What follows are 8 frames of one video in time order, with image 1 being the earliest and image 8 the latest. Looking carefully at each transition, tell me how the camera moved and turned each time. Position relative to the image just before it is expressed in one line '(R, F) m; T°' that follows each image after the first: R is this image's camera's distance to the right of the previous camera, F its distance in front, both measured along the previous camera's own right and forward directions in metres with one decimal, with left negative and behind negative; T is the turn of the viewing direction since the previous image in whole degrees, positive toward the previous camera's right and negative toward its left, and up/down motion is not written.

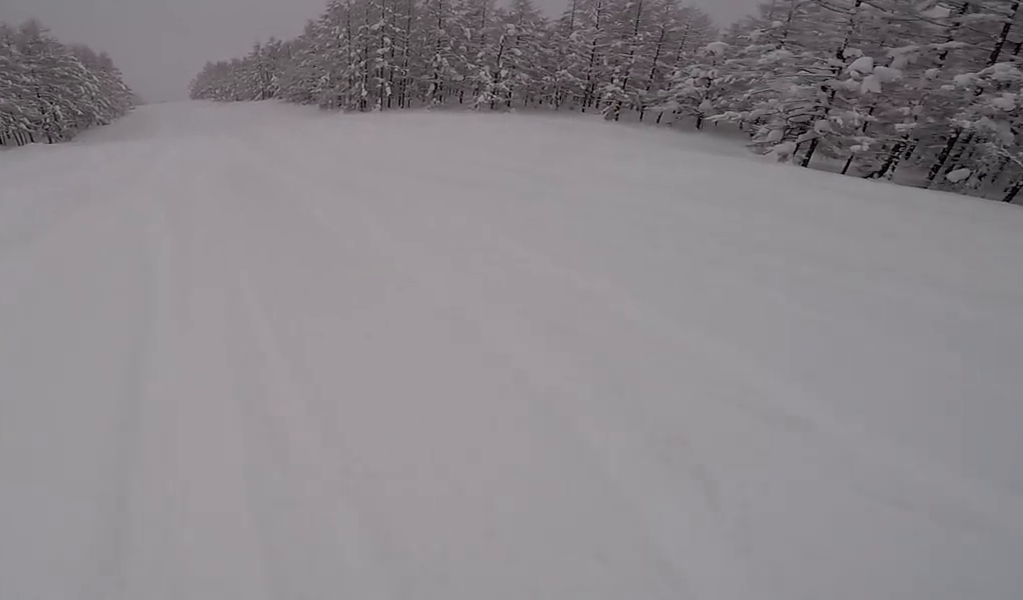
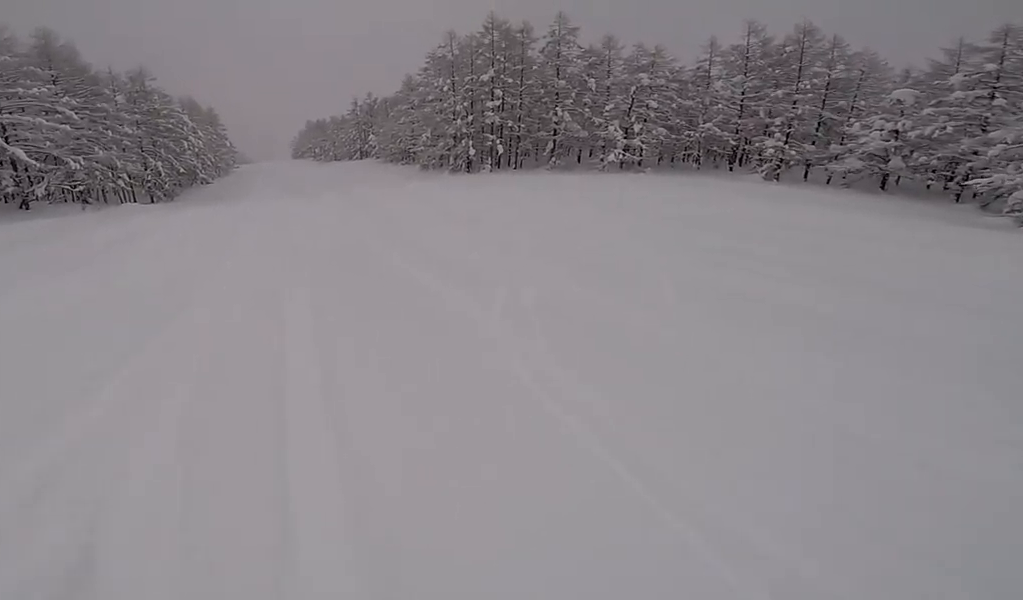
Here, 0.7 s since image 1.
(0.0, +6.4) m; -1°
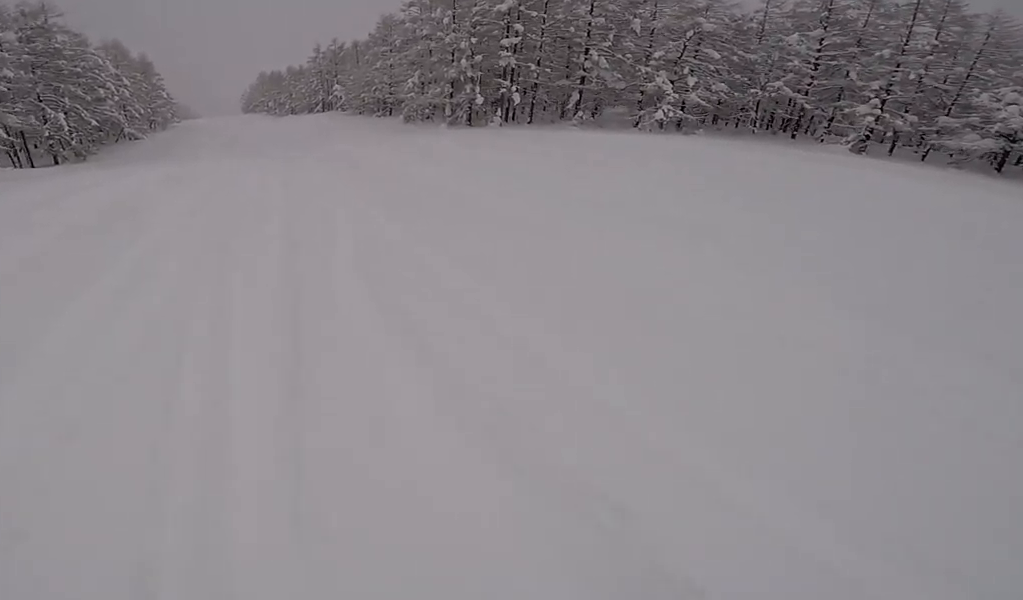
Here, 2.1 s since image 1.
(-0.1, +11.4) m; -5°
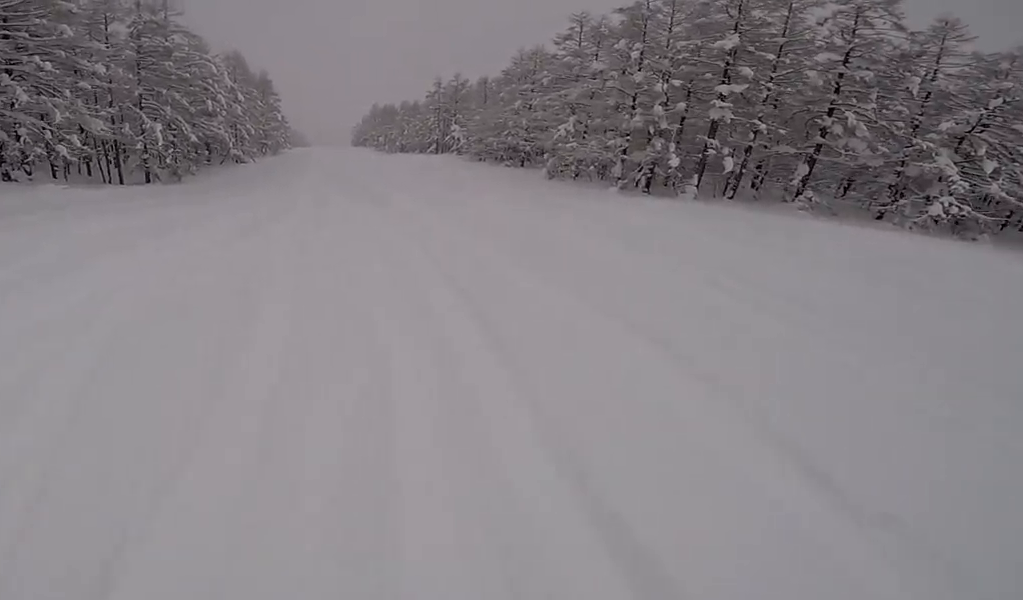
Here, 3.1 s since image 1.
(-0.7, +9.4) m; 0°
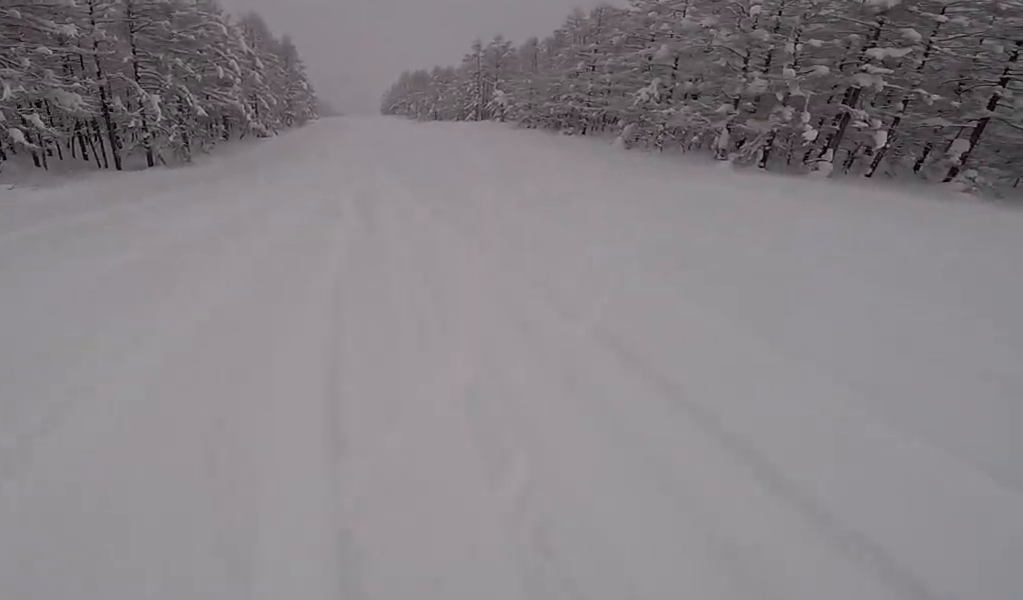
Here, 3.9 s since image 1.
(+0.5, +6.6) m; +4°
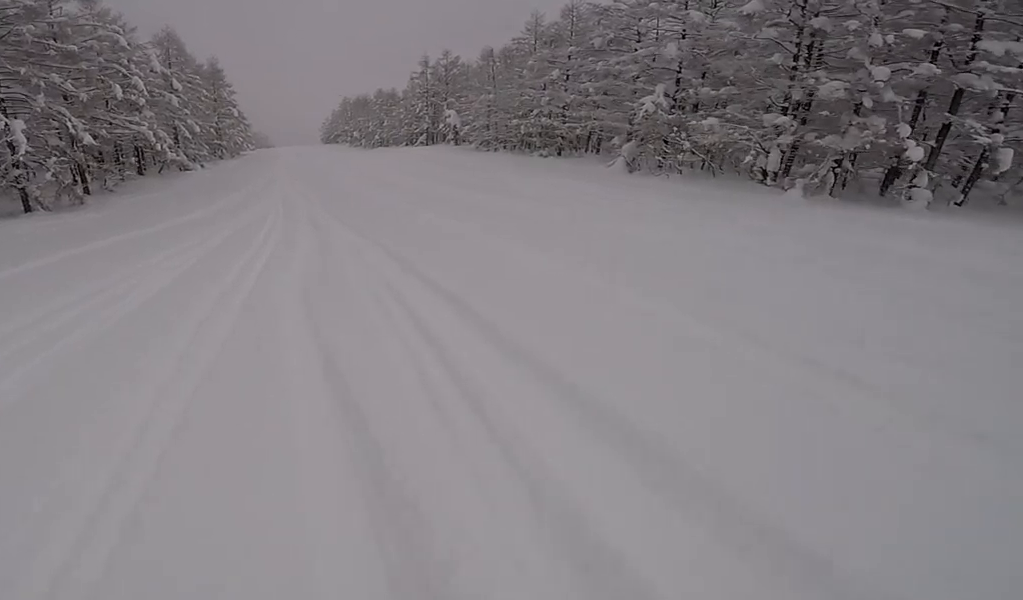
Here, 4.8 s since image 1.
(+0.2, +8.1) m; +1°
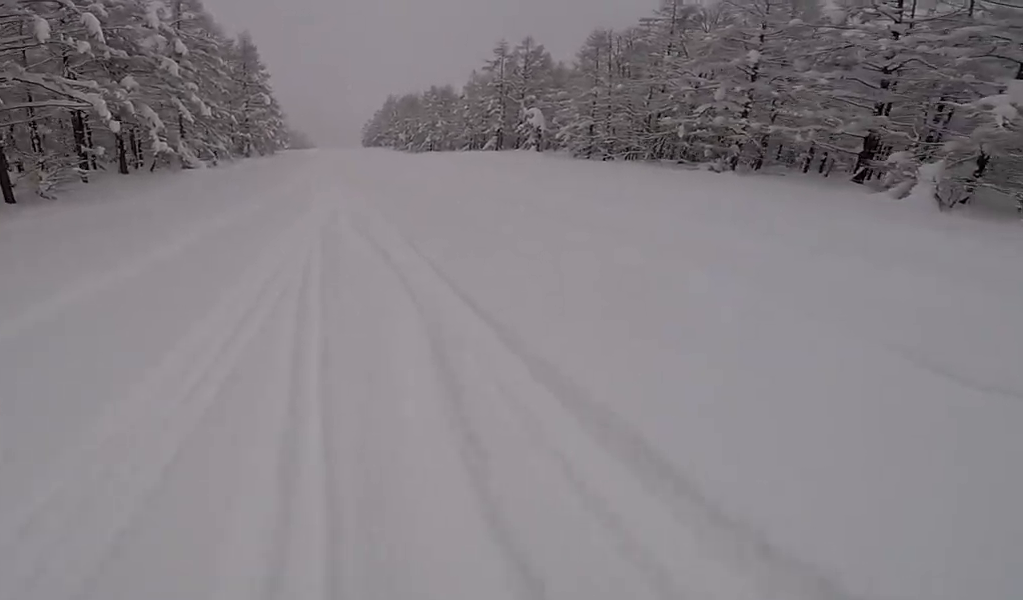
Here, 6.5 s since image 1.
(-0.8, +14.2) m; -5°
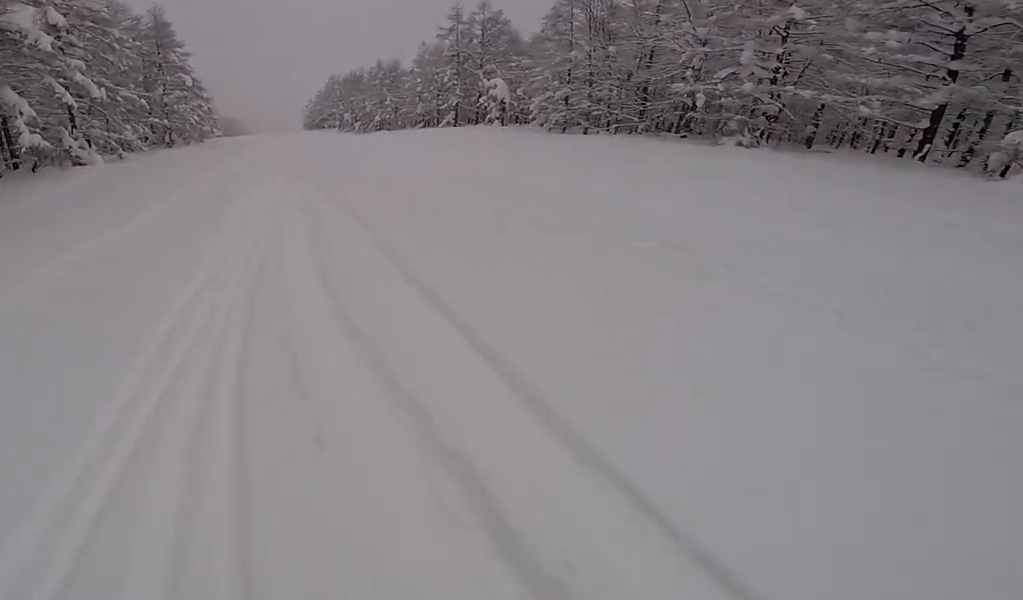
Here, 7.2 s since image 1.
(-0.2, +6.3) m; +1°
